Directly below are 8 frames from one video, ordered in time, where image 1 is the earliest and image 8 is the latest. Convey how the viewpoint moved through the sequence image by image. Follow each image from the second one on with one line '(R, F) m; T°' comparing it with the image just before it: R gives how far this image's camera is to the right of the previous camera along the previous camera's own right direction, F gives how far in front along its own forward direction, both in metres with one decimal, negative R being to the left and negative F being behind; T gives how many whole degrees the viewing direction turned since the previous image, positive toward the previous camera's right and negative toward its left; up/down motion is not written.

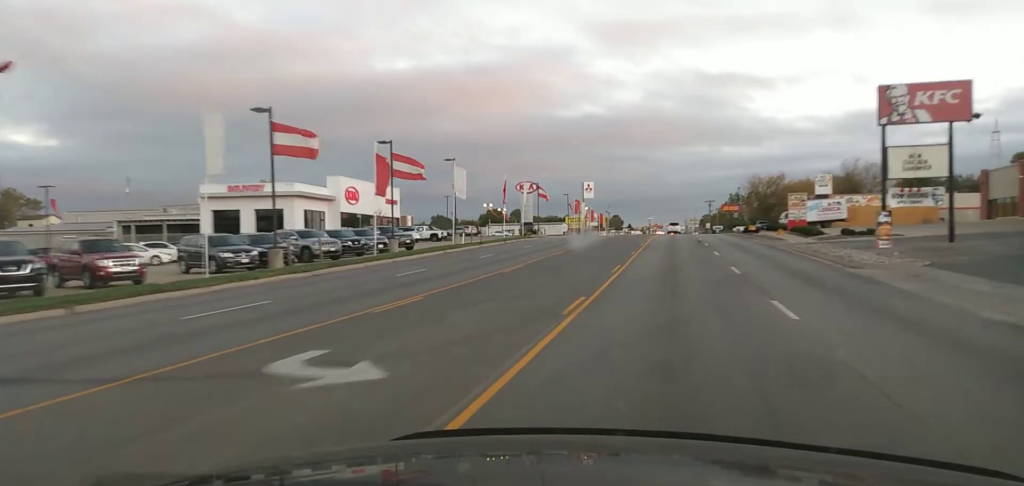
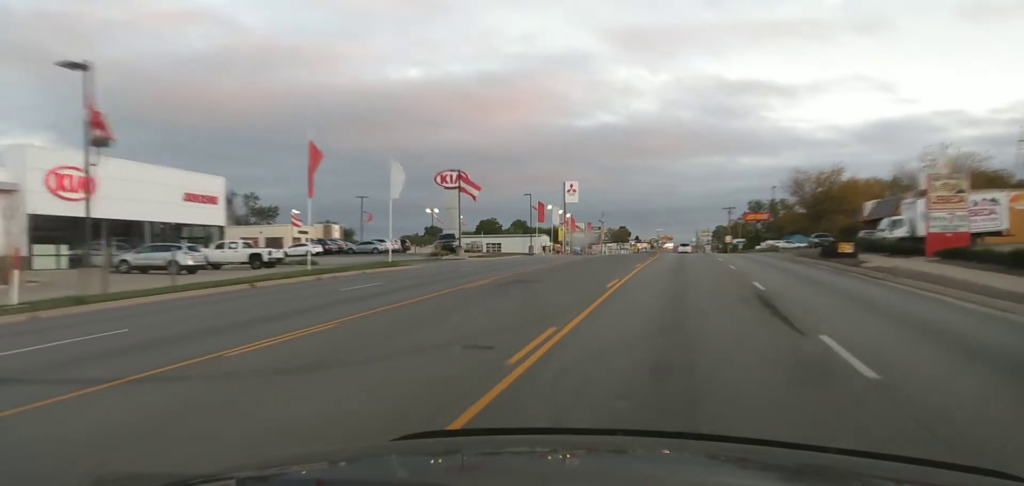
(0.0, +42.1) m; +2°
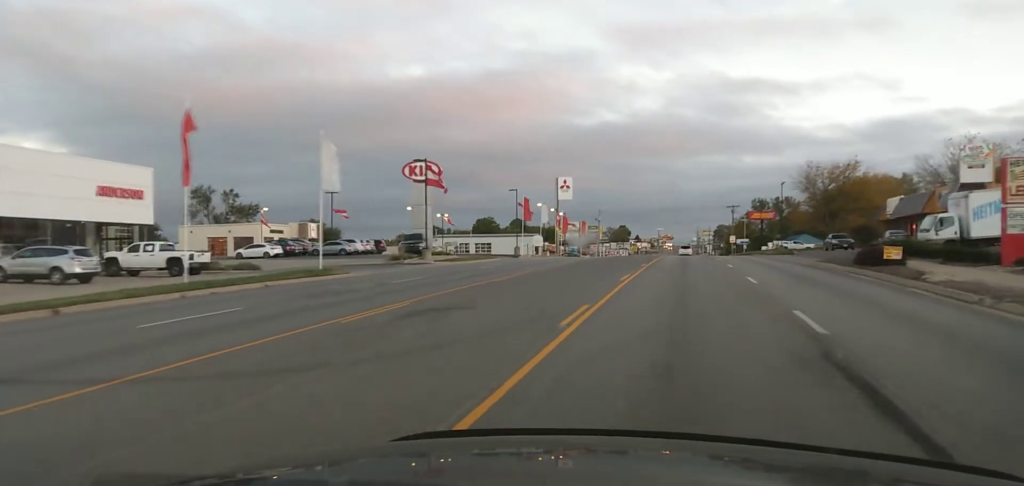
(+0.1, +9.4) m; +1°
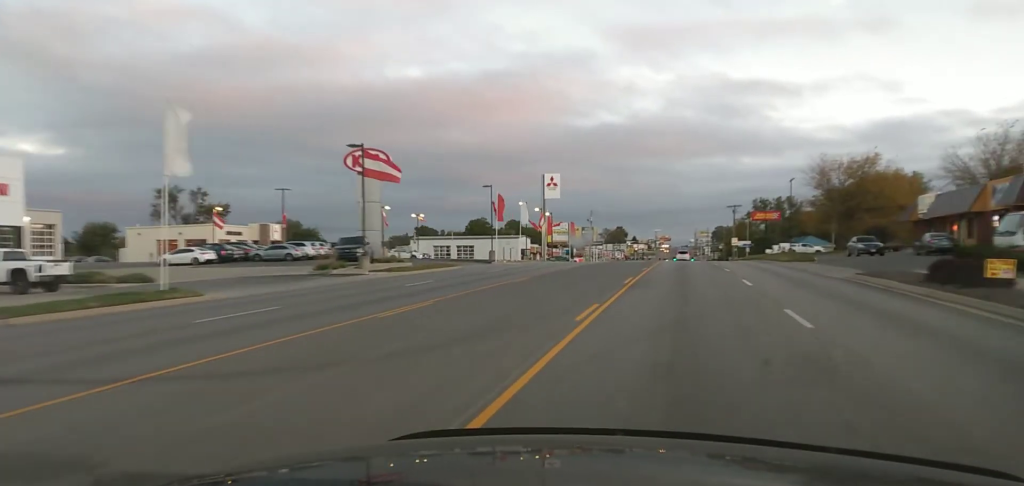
(+0.2, +11.9) m; 0°
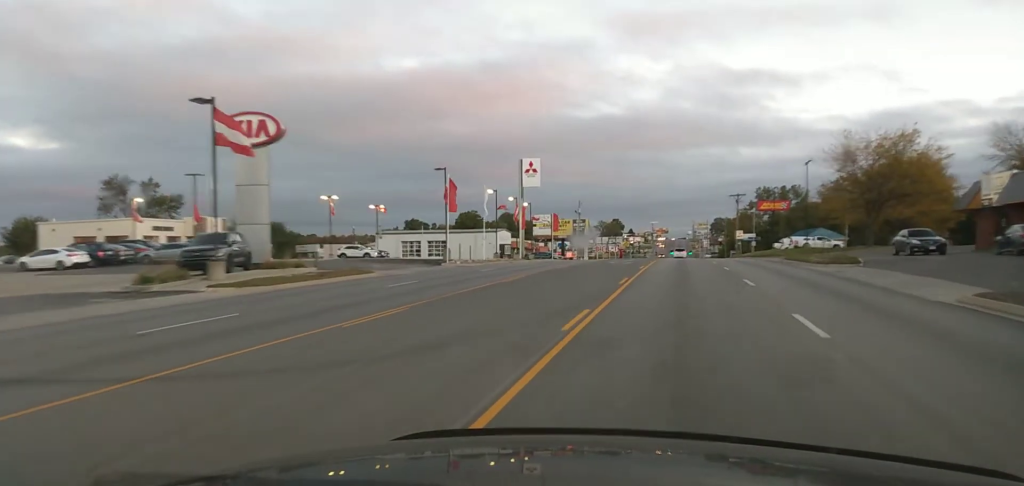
(-0.1, +12.9) m; -1°
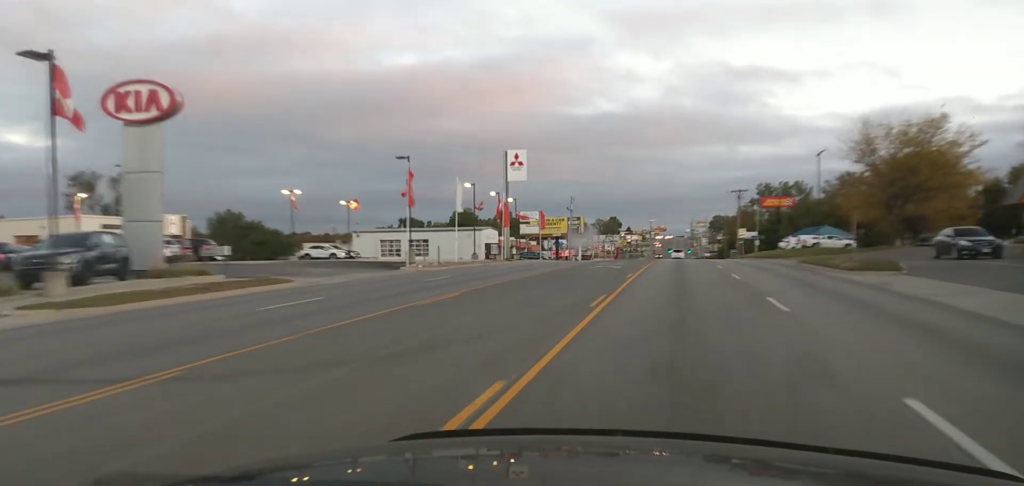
(0.0, +7.4) m; 0°
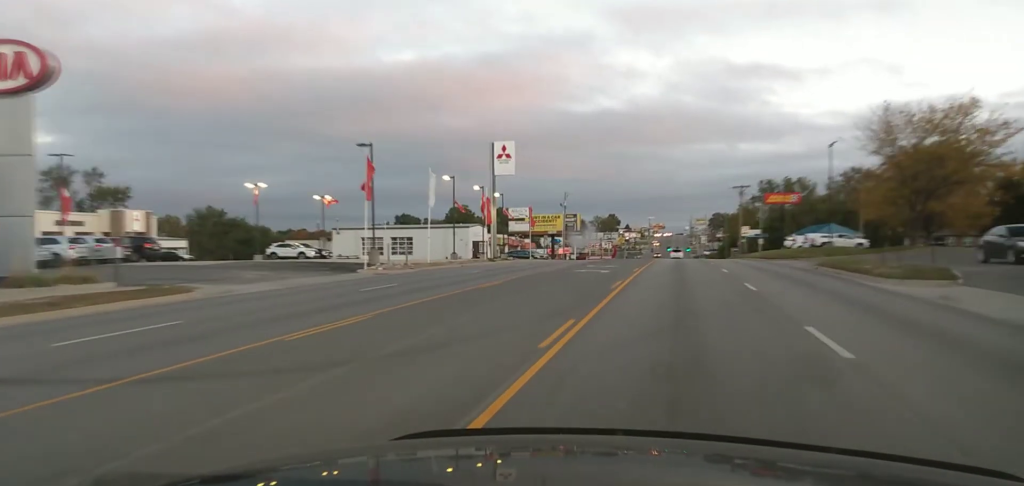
(0.0, +6.5) m; 0°
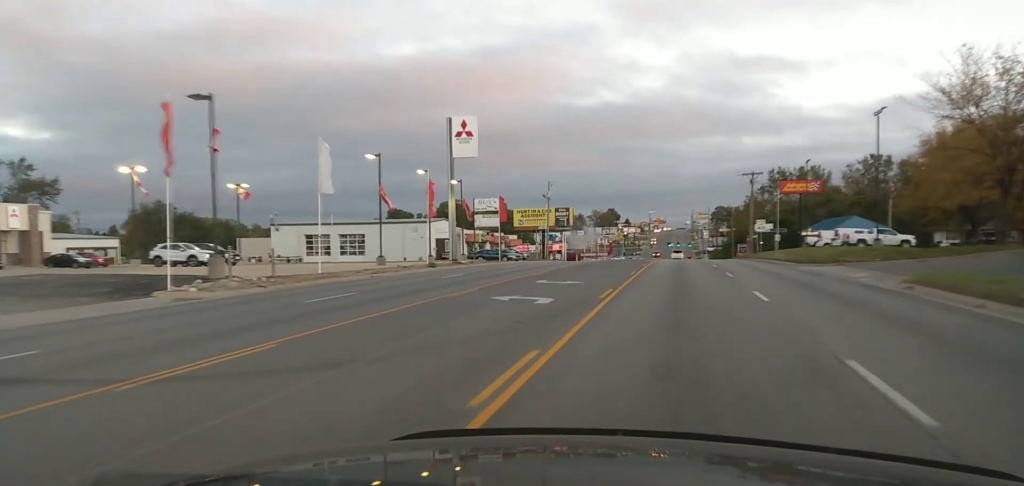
(+0.1, +16.3) m; +1°
